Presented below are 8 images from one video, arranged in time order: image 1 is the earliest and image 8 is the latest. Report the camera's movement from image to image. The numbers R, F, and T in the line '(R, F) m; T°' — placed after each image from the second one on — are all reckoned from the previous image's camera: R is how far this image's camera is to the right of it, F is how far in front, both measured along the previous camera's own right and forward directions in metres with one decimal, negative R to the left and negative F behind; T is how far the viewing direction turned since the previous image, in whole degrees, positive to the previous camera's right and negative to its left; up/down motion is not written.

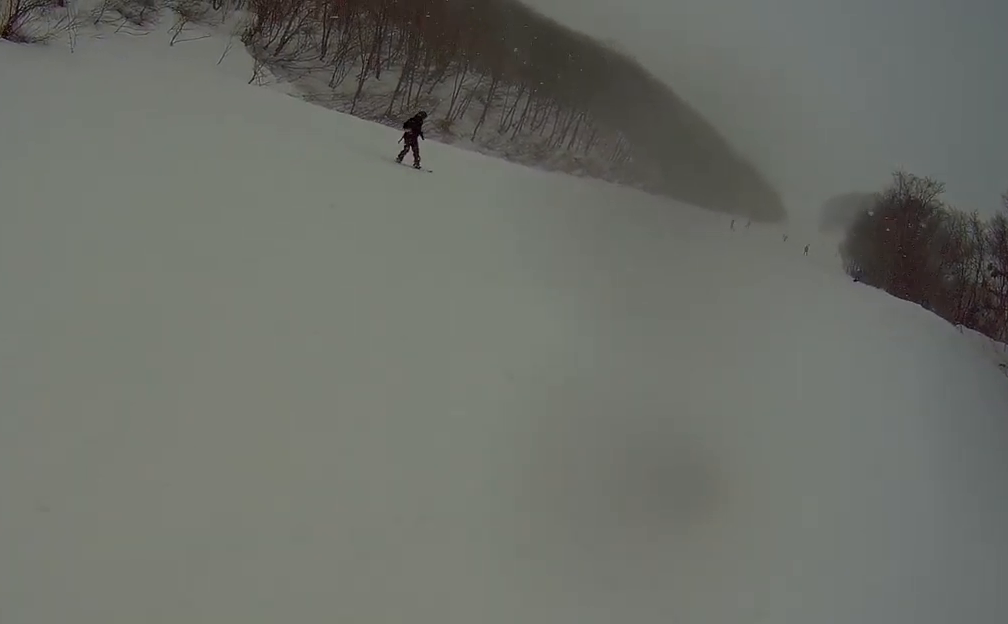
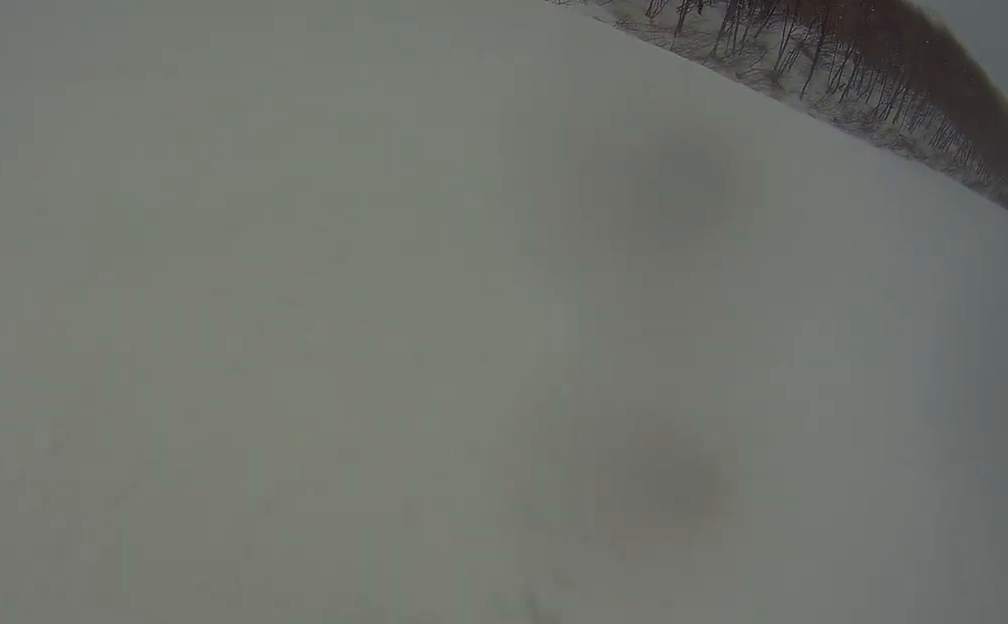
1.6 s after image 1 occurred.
(-1.5, +3.8) m; -47°
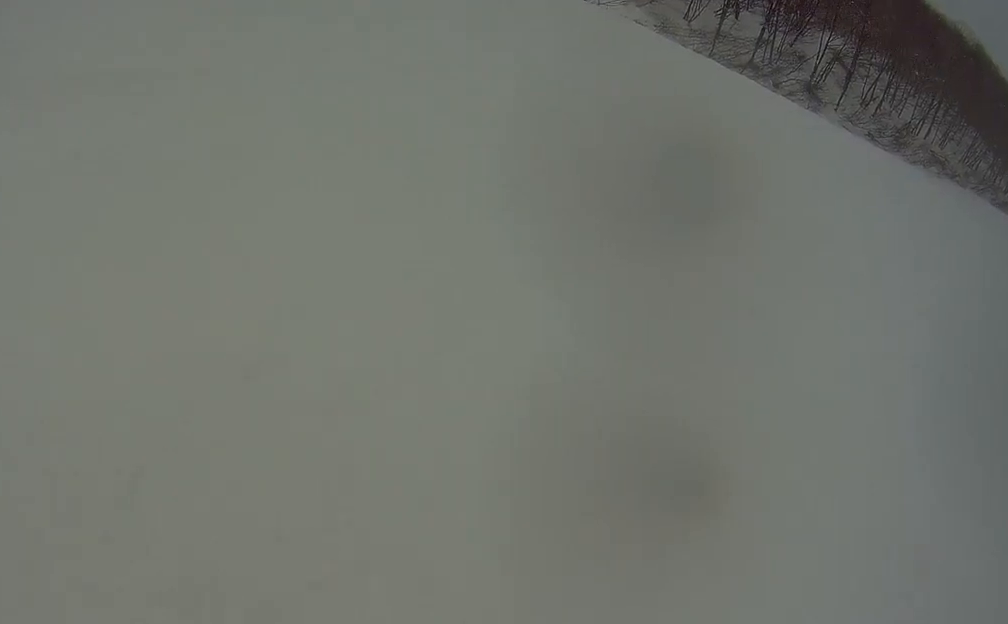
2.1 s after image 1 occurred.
(-0.4, +1.3) m; -12°
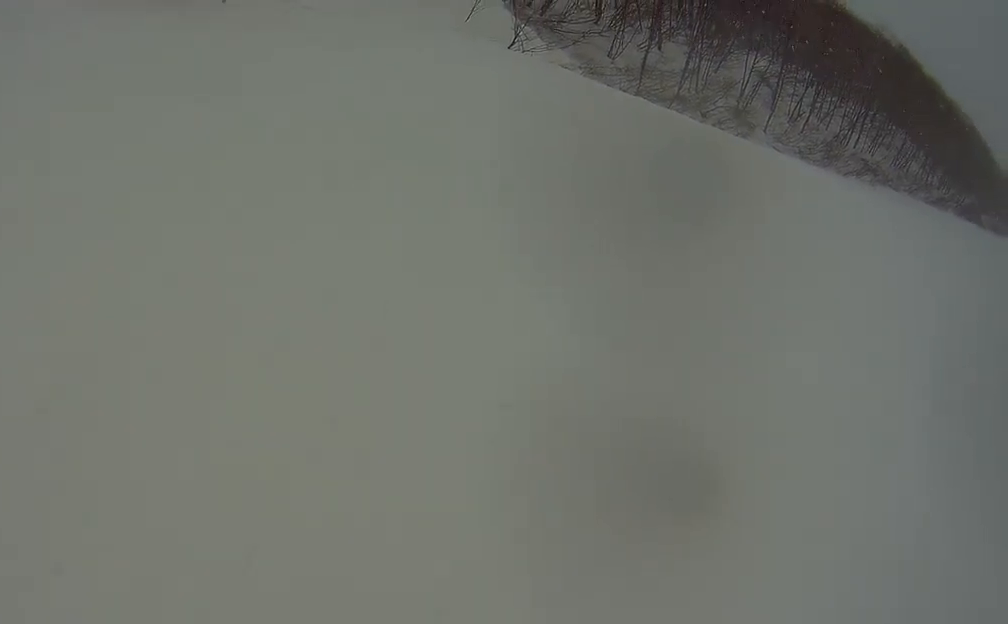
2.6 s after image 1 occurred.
(-0.1, +1.4) m; -3°
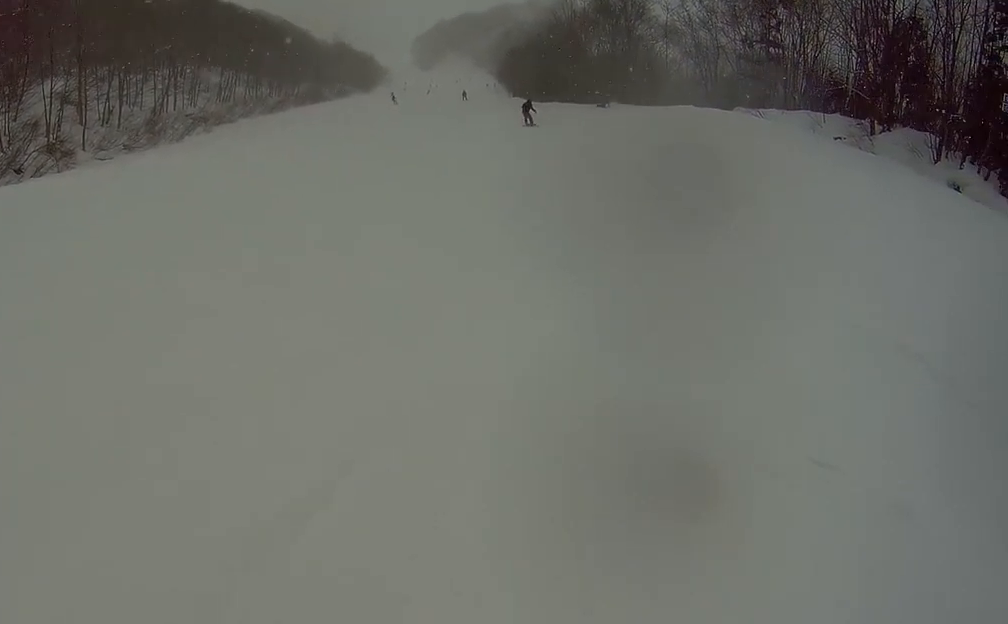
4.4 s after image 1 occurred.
(+0.8, +4.0) m; +65°
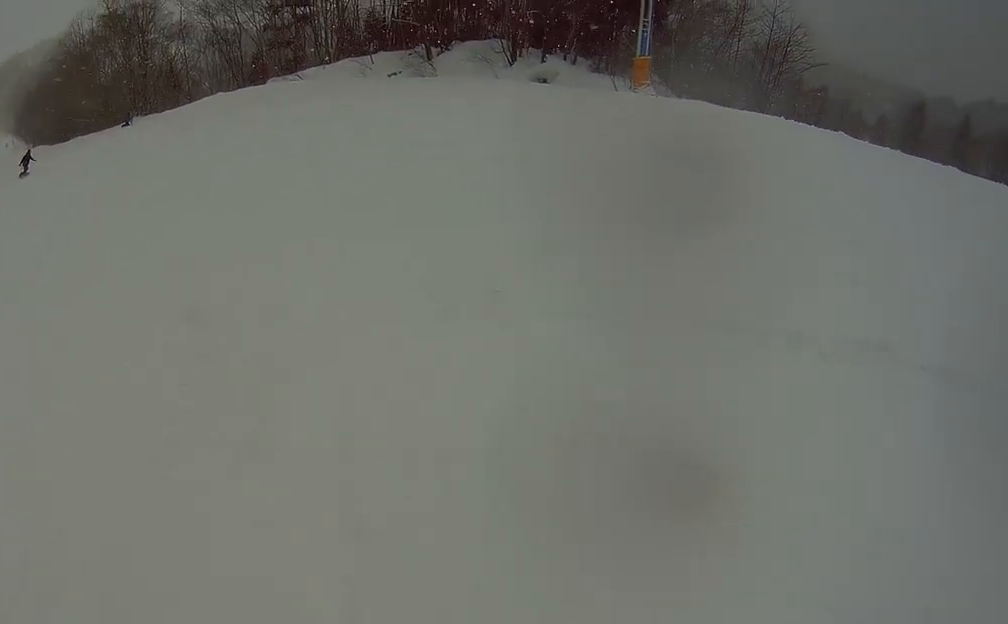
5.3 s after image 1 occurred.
(+1.5, +3.1) m; +8°
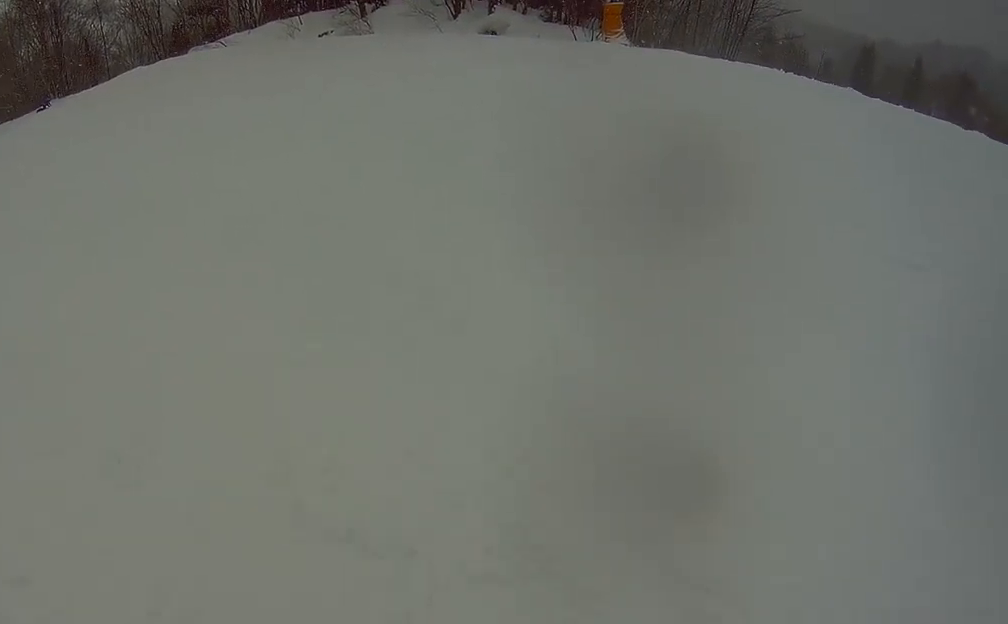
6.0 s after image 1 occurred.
(-0.8, +3.1) m; +13°
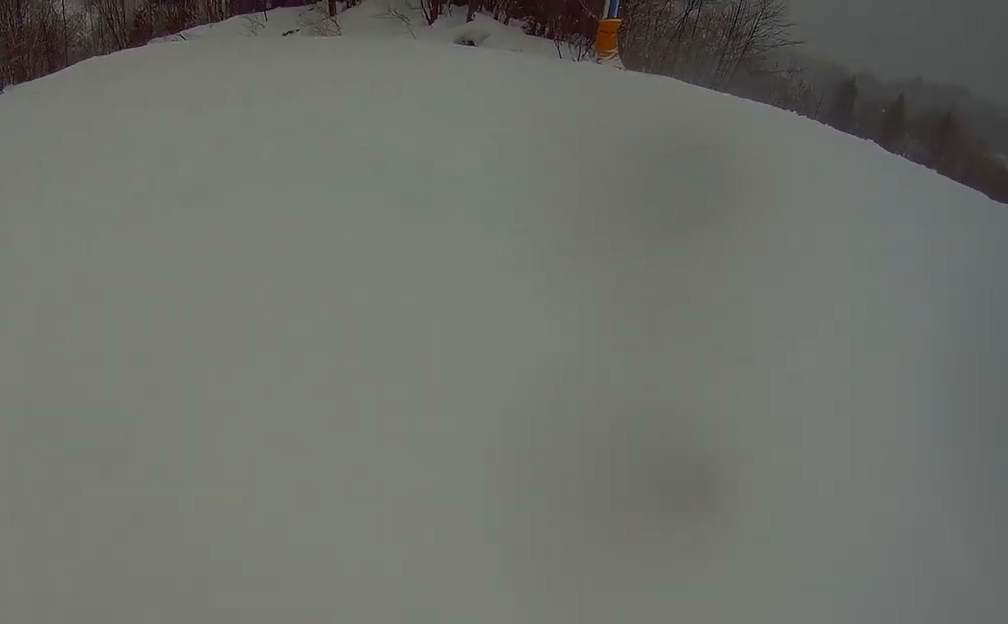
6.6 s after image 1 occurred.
(+0.3, +2.6) m; +16°
